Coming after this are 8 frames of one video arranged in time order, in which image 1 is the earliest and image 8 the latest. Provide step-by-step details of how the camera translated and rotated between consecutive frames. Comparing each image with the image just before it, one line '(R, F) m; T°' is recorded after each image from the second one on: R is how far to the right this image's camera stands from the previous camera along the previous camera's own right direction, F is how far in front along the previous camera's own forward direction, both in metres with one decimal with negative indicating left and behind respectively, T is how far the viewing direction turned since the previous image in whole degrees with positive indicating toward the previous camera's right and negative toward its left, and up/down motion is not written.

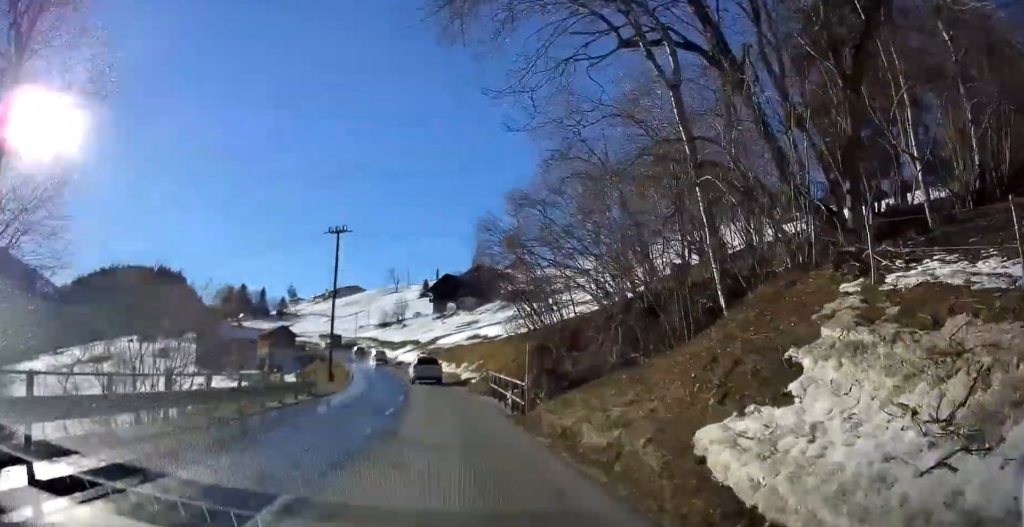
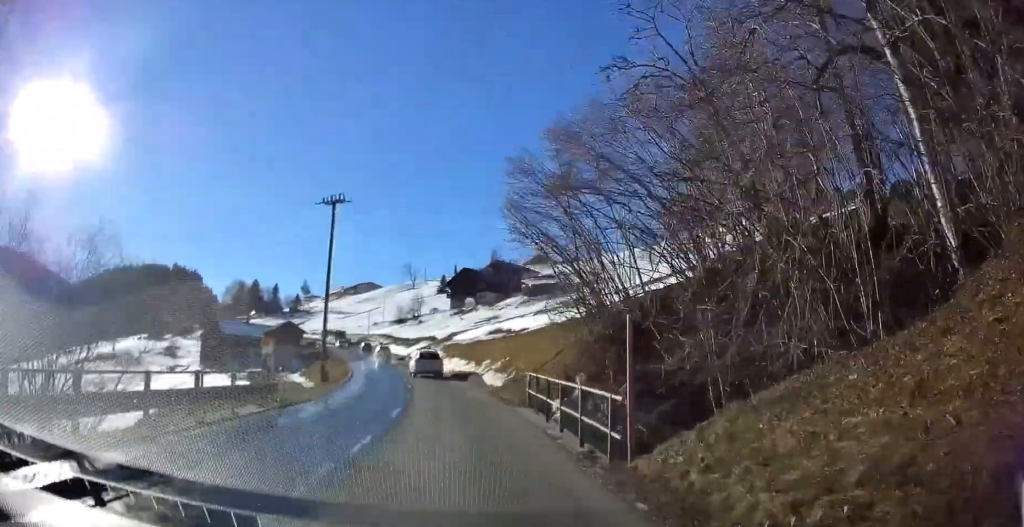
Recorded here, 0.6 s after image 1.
(-0.2, +8.0) m; -1°
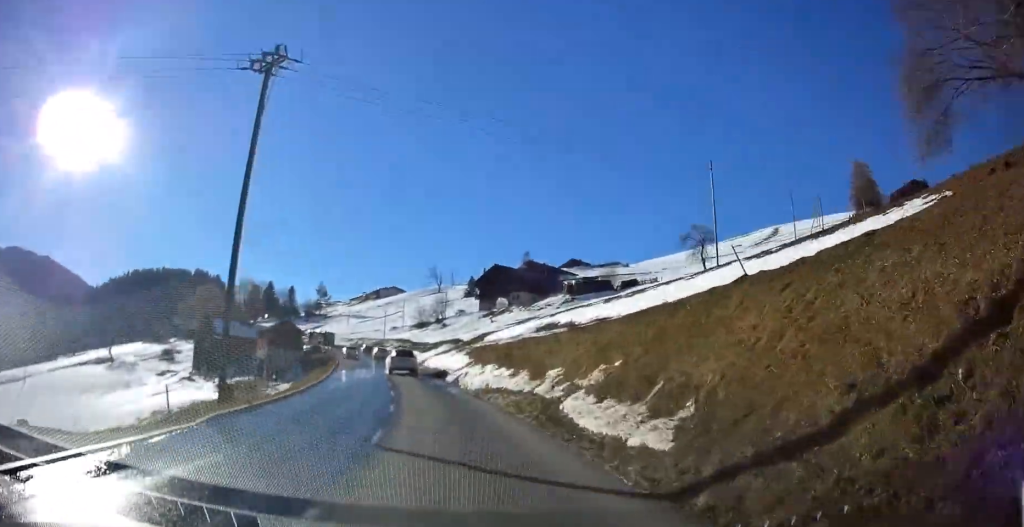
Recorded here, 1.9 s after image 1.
(-0.2, +17.5) m; -3°
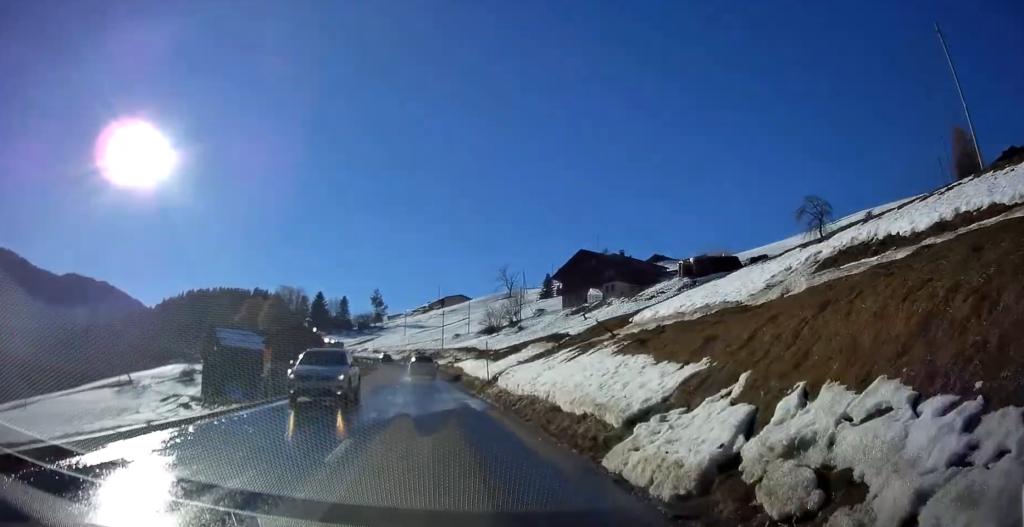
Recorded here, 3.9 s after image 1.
(-1.2, +26.2) m; -6°
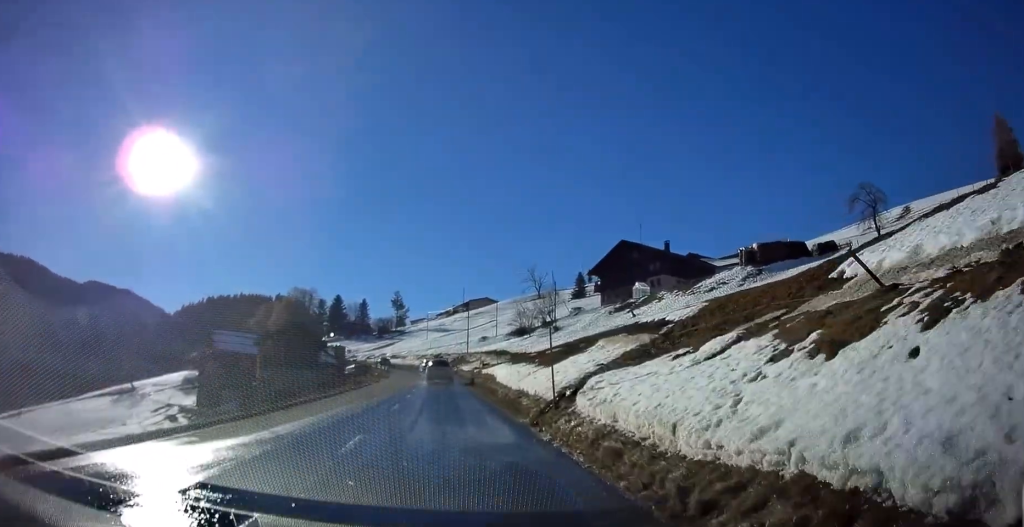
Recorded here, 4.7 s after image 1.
(-0.5, +11.3) m; -3°
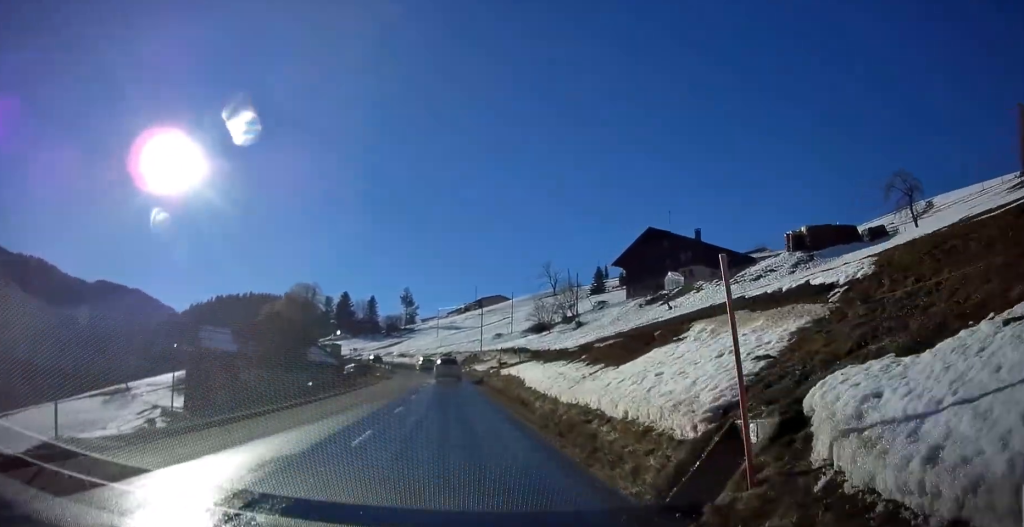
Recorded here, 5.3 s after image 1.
(-0.1, +7.7) m; -1°
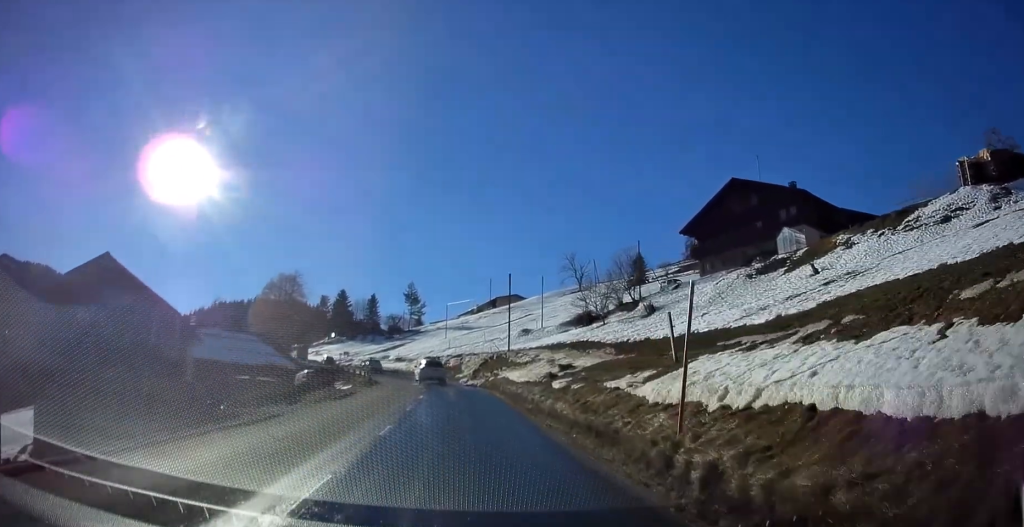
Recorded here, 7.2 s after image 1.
(-0.4, +23.8) m; -2°
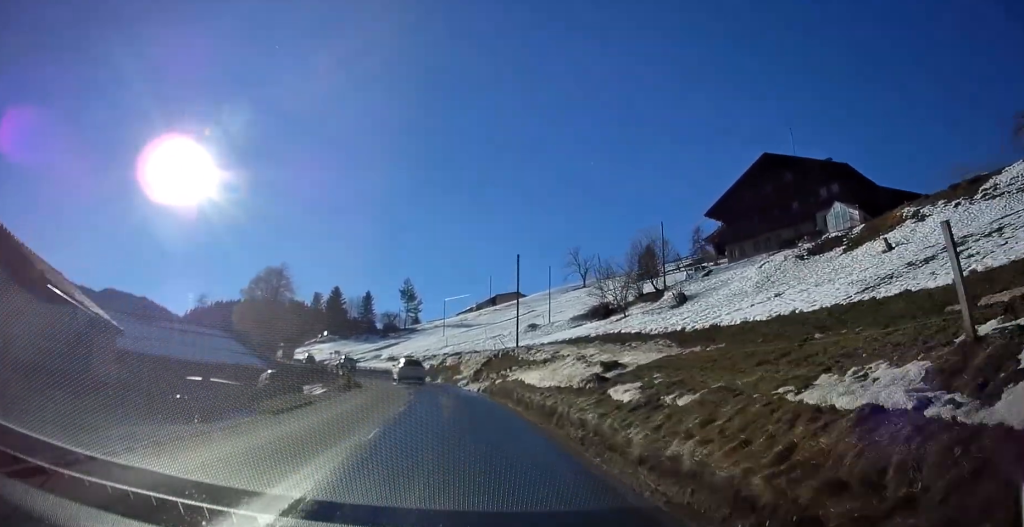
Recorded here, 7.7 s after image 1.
(0.0, +7.1) m; 0°
